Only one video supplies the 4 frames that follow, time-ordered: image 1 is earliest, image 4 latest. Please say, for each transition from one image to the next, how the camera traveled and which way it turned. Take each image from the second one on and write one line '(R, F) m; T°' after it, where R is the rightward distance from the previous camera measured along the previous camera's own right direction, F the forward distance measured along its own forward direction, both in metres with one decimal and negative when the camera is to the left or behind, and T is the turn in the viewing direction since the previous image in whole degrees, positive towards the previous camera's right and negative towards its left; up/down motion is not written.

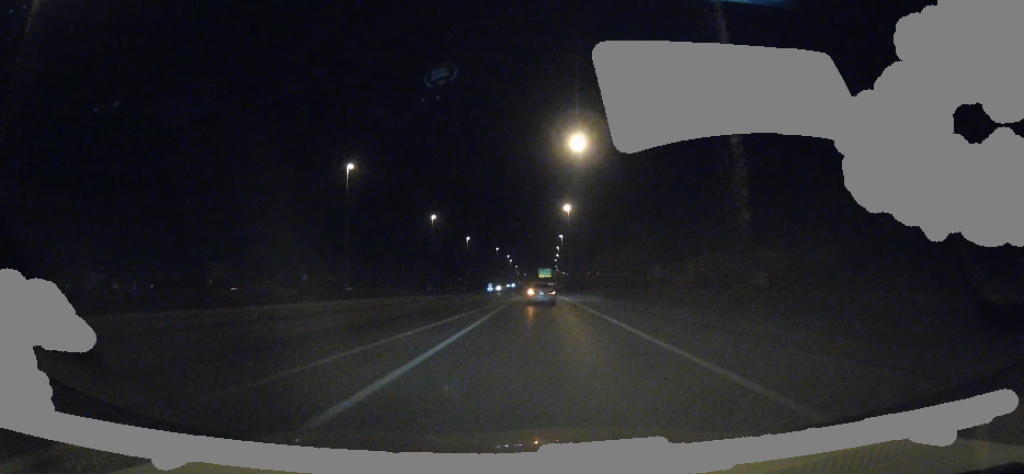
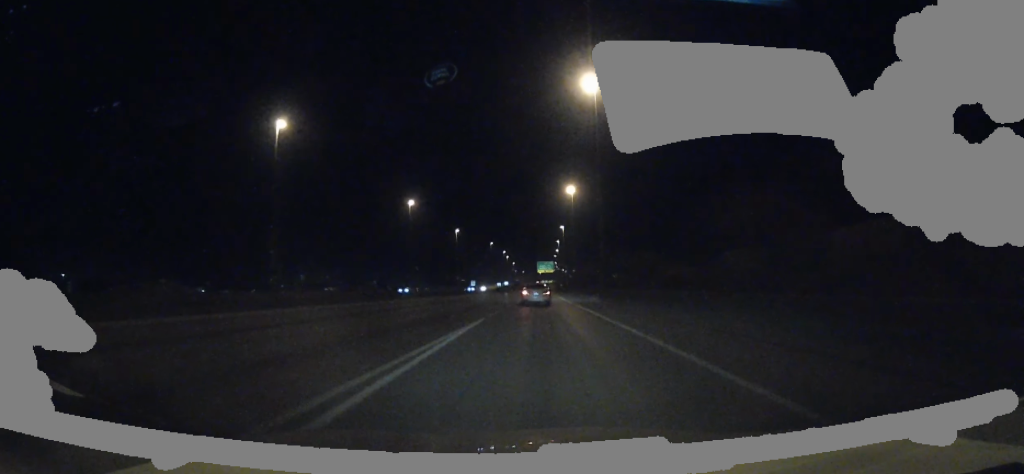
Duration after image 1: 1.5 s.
(-0.1, +48.9) m; 0°
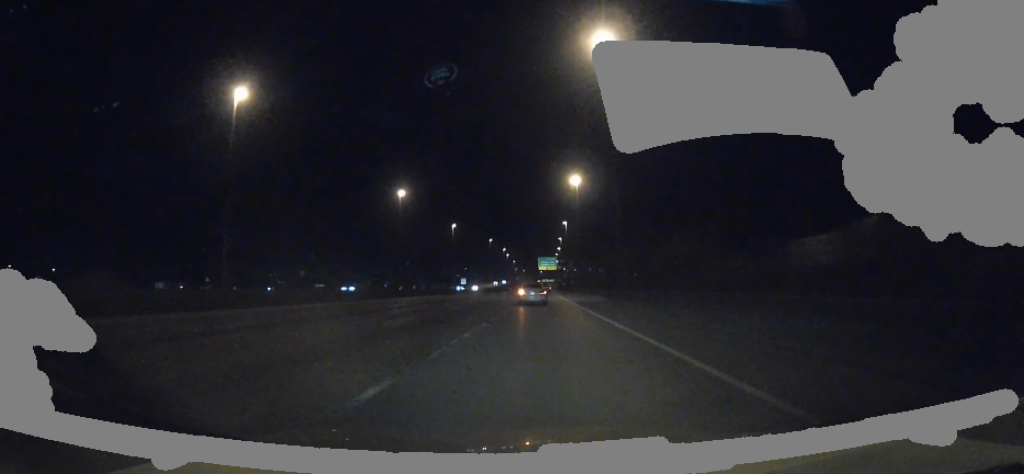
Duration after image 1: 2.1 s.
(-0.1, +20.8) m; 0°
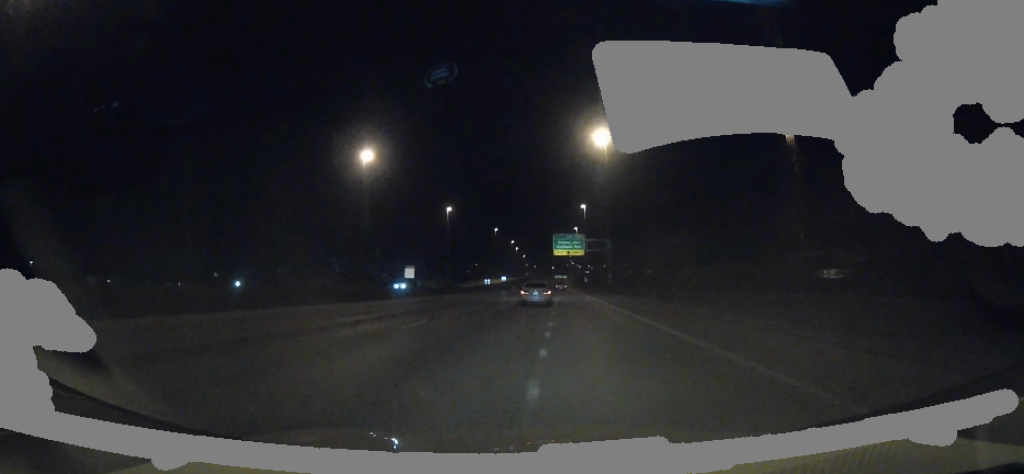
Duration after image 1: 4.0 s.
(+0.1, +62.3) m; -1°
